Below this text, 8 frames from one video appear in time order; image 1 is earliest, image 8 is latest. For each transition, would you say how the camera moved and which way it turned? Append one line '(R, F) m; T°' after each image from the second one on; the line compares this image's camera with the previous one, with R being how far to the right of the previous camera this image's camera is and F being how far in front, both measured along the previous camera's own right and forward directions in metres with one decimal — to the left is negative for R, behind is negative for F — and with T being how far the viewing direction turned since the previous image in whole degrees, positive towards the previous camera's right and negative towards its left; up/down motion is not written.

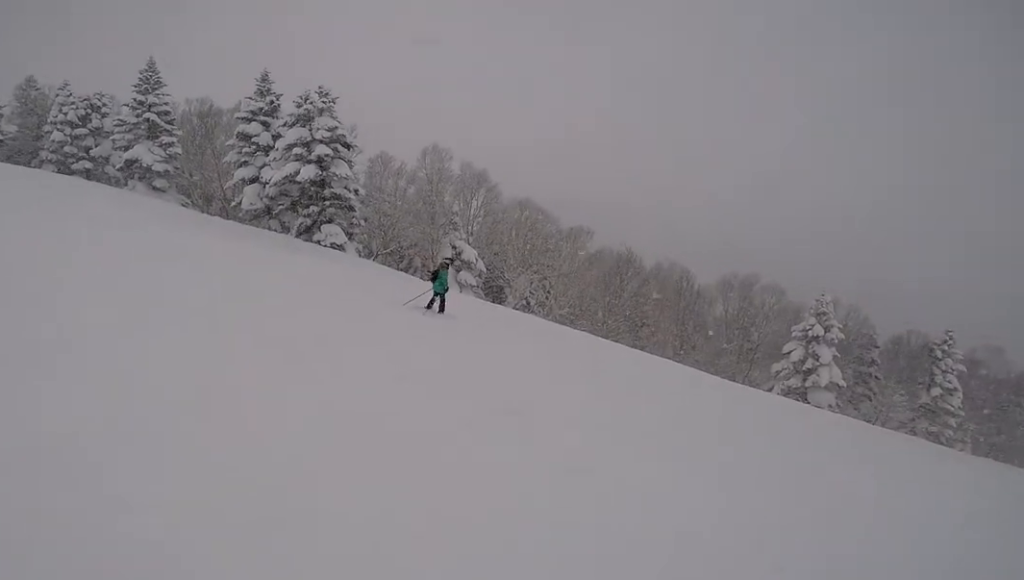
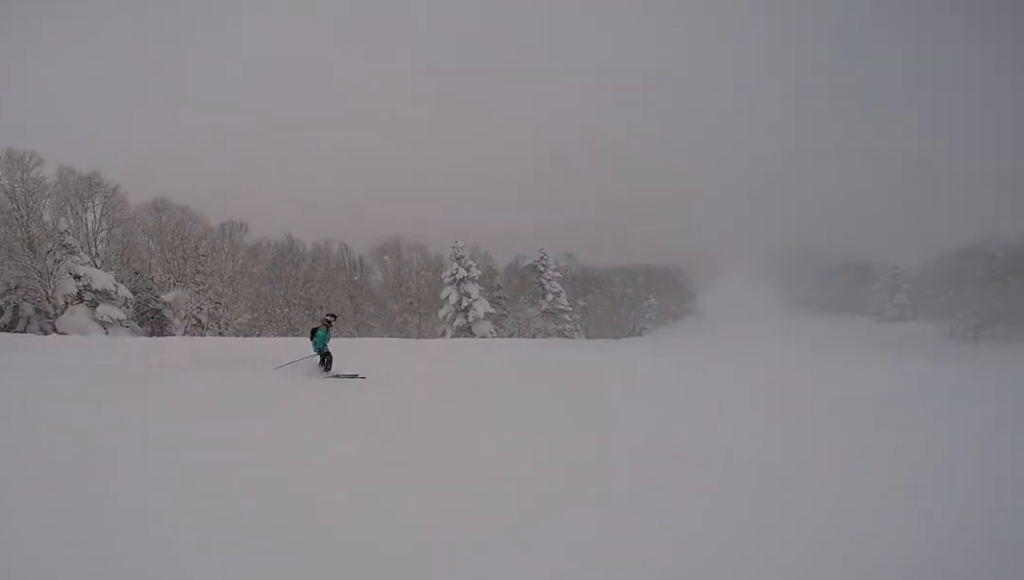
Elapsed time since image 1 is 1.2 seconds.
(+0.2, +5.3) m; -14°
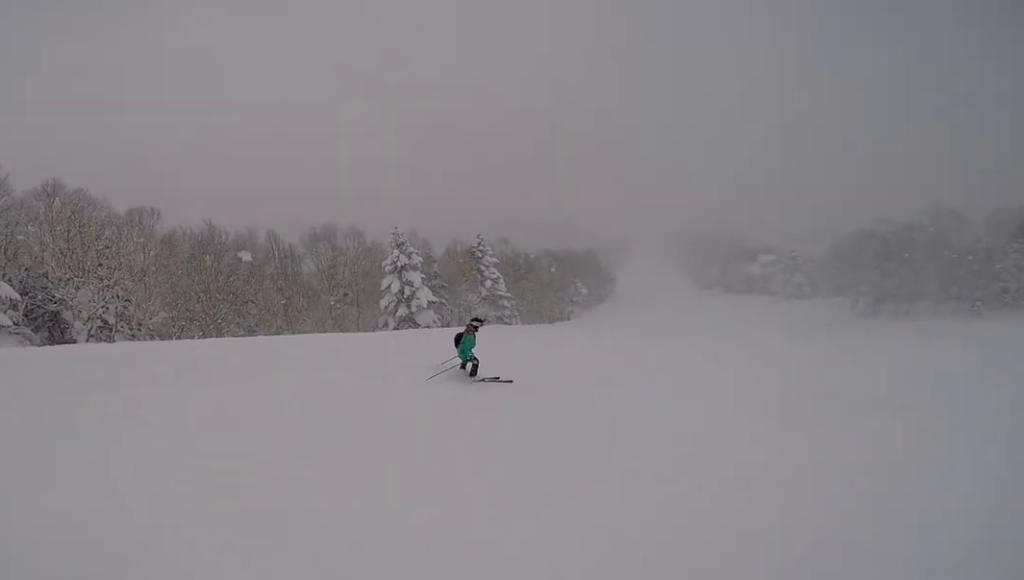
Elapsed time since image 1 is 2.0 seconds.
(-1.2, +3.0) m; -5°
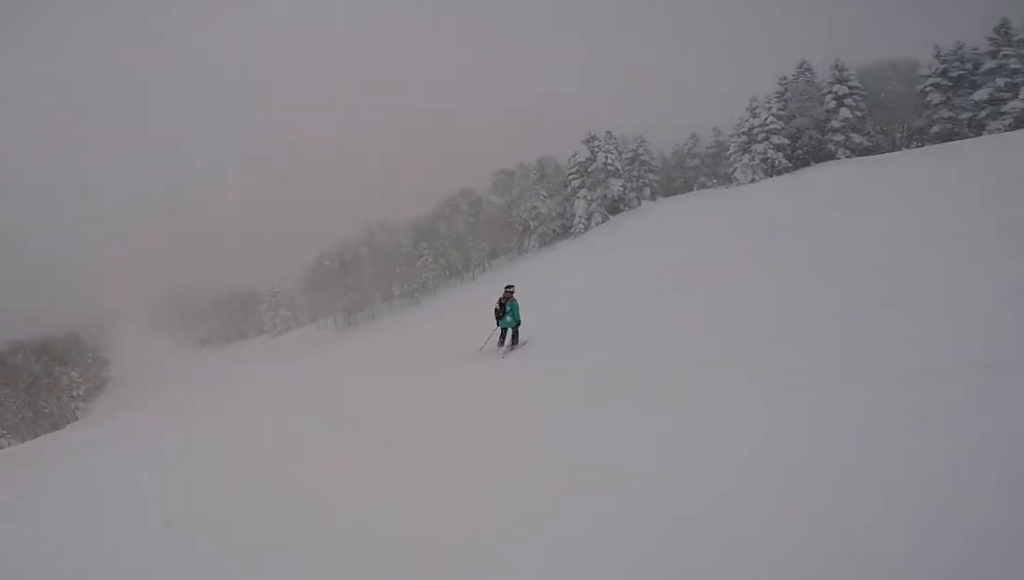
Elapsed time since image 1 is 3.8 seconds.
(+3.7, +5.9) m; +73°
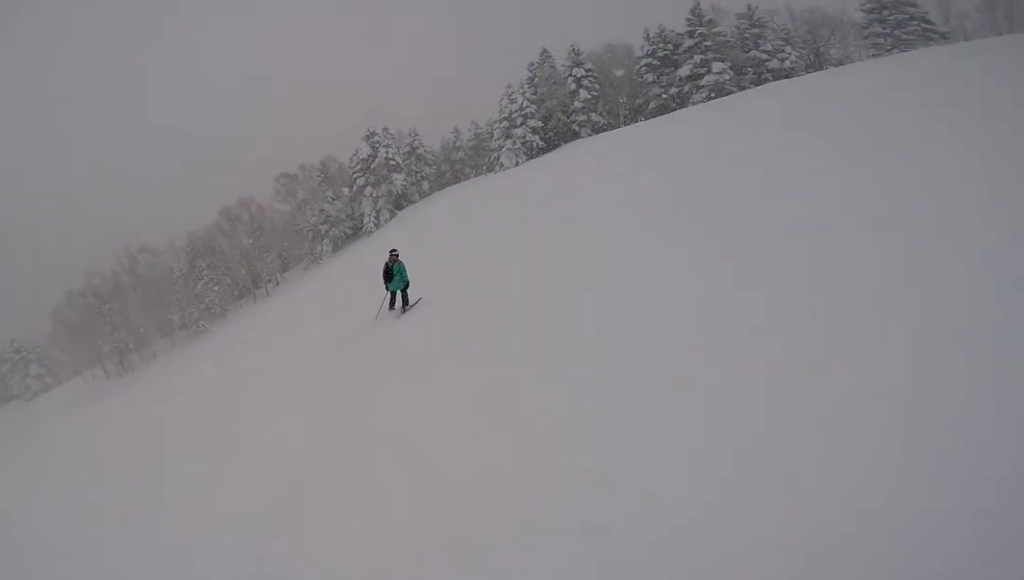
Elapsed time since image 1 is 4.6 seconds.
(+1.0, +2.7) m; +25°
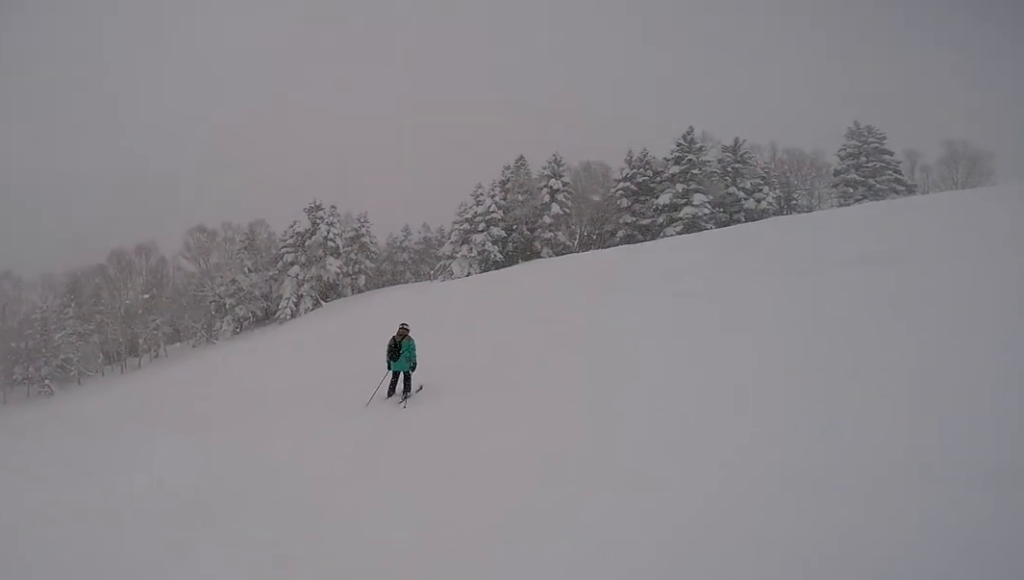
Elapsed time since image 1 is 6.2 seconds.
(+2.0, +6.3) m; +35°
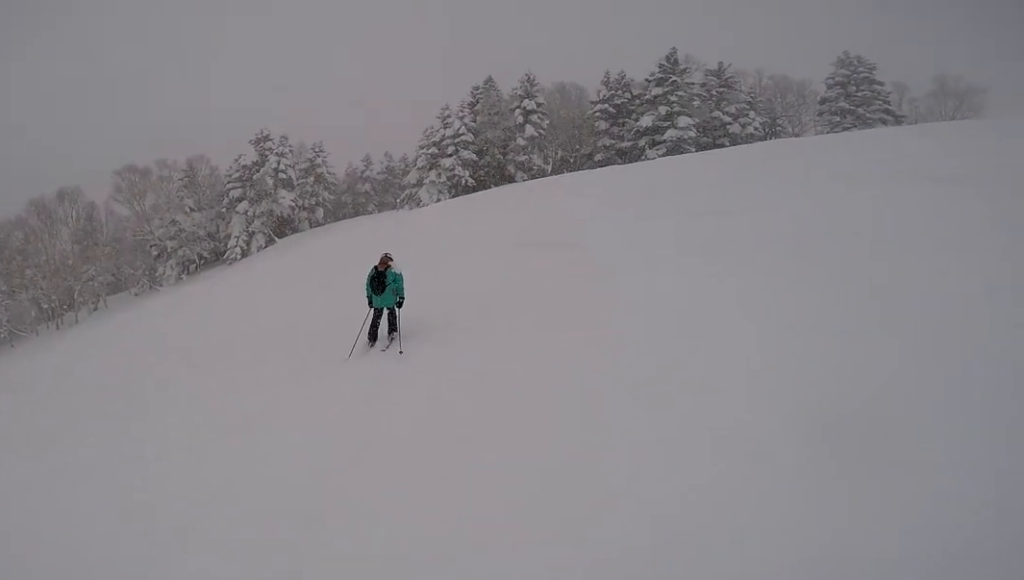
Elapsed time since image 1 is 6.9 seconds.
(+0.8, +3.1) m; +12°
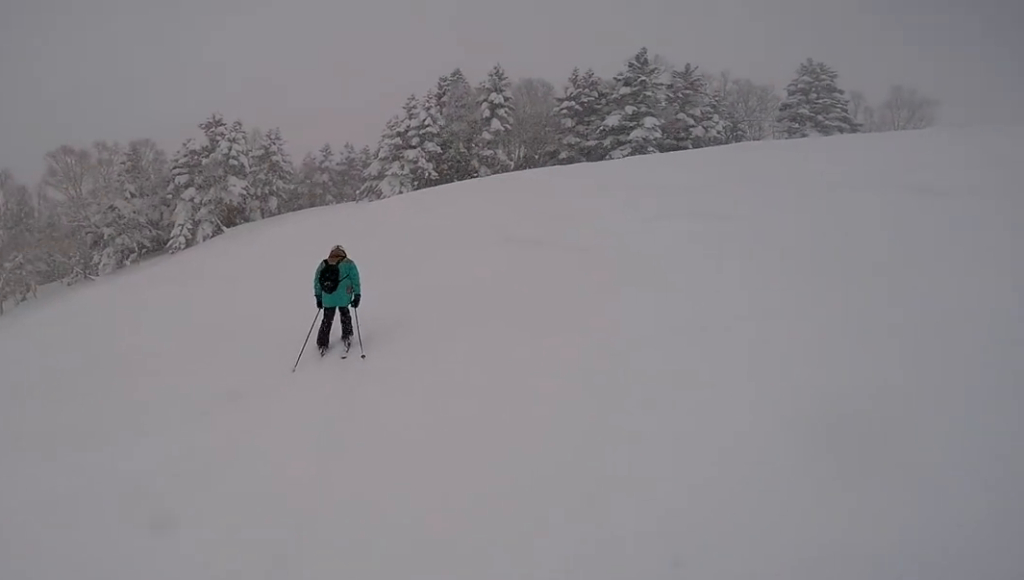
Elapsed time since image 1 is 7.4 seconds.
(+0.1, +1.6) m; +2°
